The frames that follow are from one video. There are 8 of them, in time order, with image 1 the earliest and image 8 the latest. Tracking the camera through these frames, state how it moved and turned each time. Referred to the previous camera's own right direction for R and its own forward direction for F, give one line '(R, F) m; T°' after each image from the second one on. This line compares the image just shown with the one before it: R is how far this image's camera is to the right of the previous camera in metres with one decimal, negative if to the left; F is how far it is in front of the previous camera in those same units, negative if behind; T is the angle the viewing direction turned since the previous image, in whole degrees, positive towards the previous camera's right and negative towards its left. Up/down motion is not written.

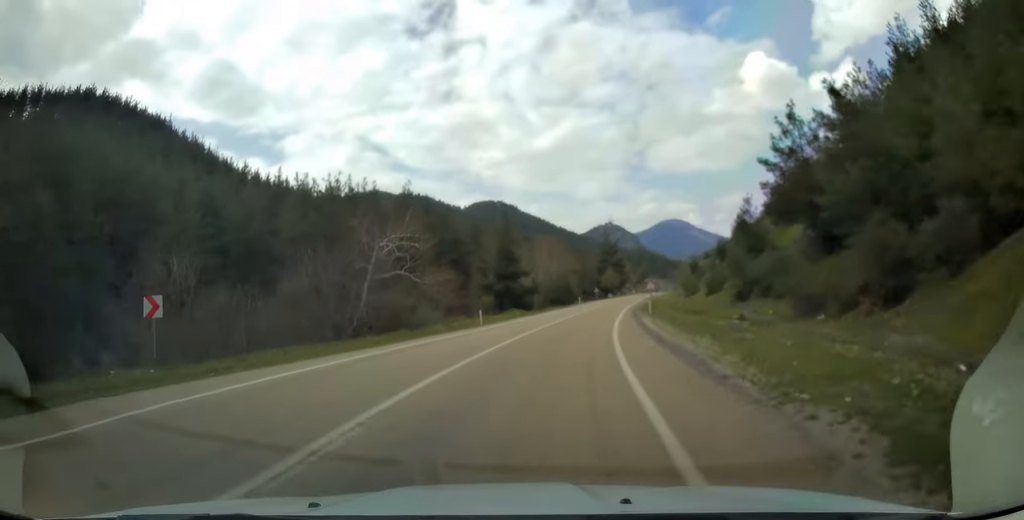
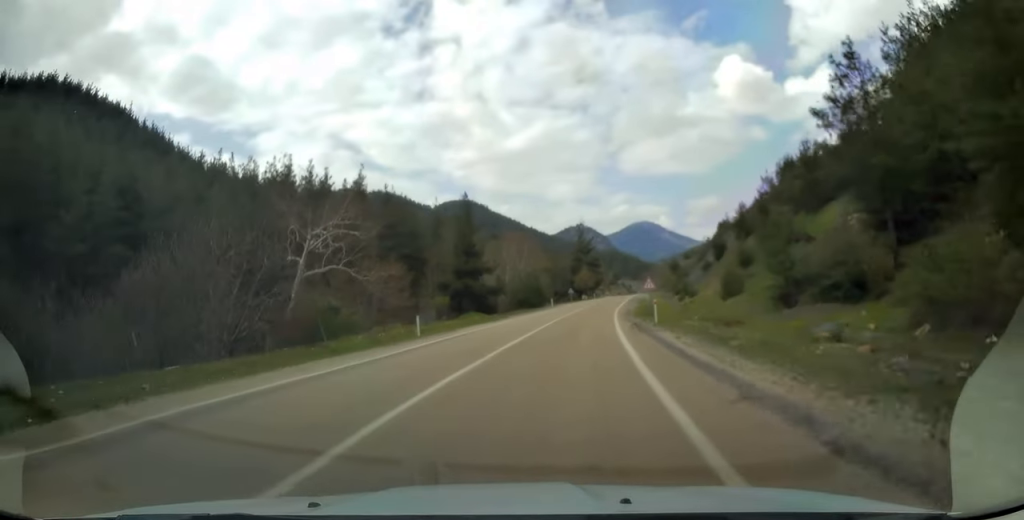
(+0.6, +11.8) m; +3°
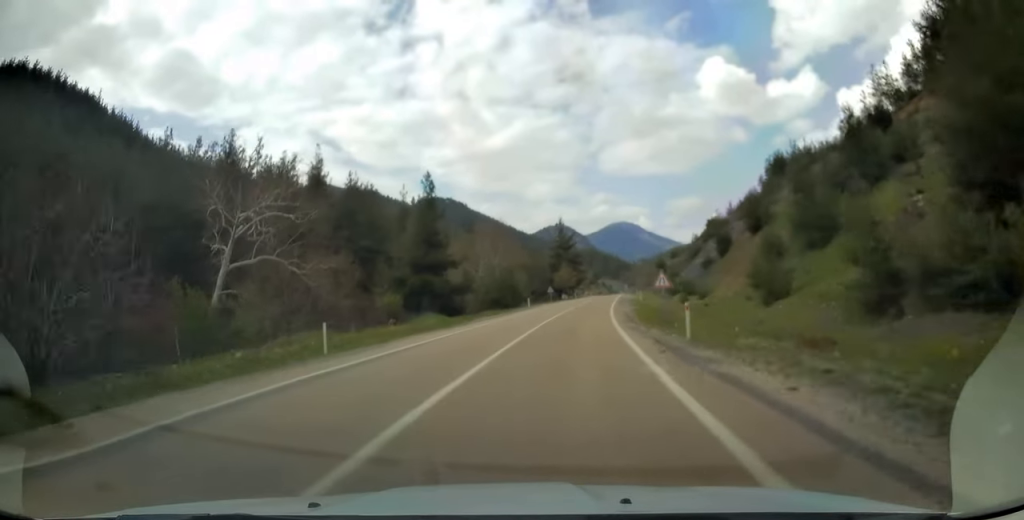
(0.0, +10.3) m; +3°
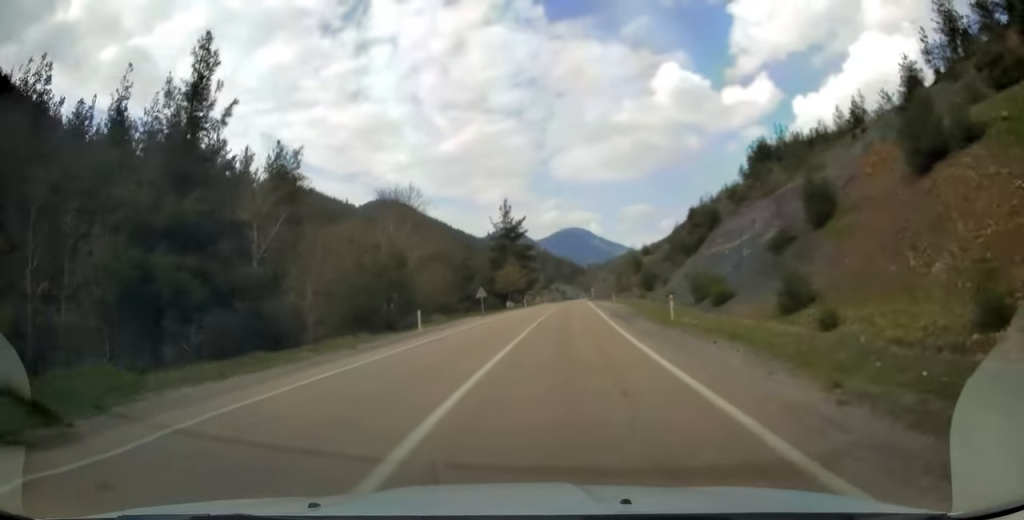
(+1.9, +32.9) m; +5°
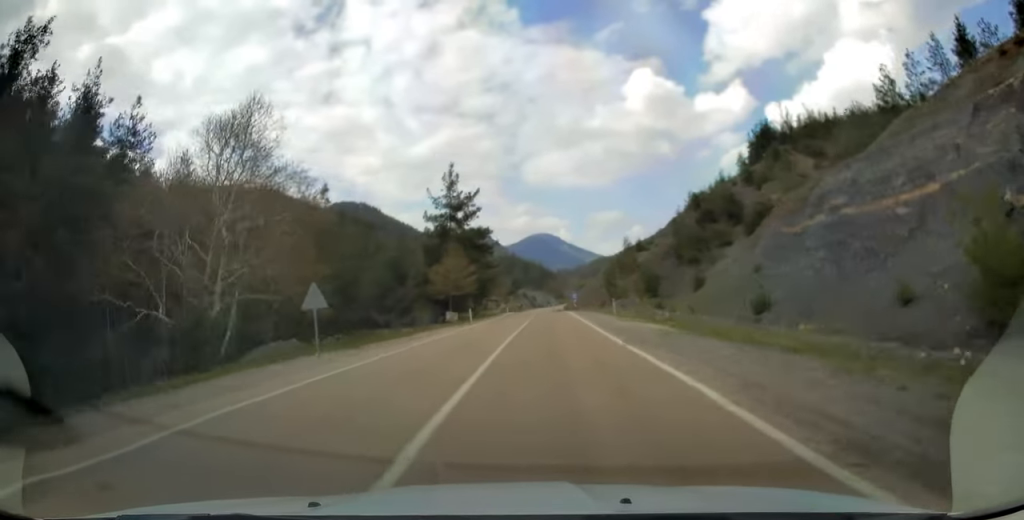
(+0.7, +29.5) m; +2°
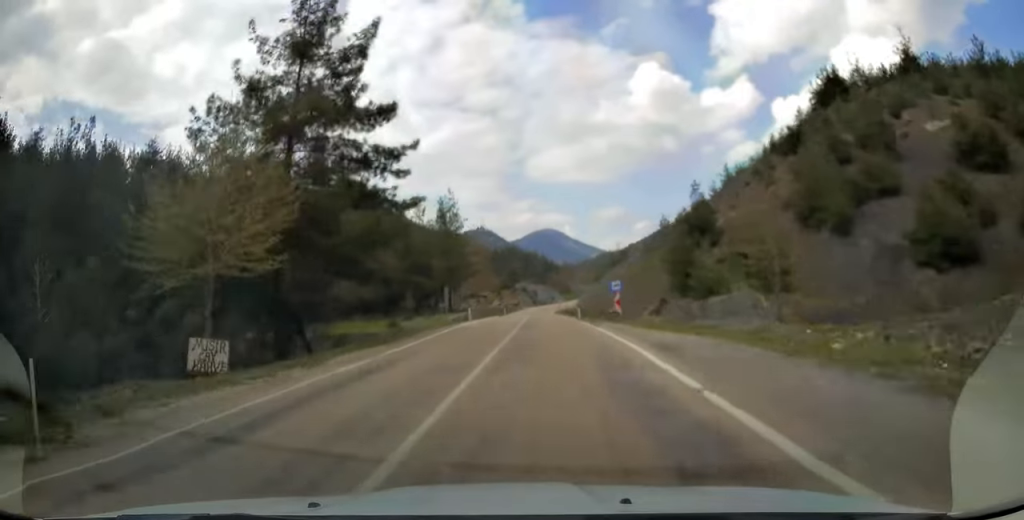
(+0.8, +42.4) m; +1°
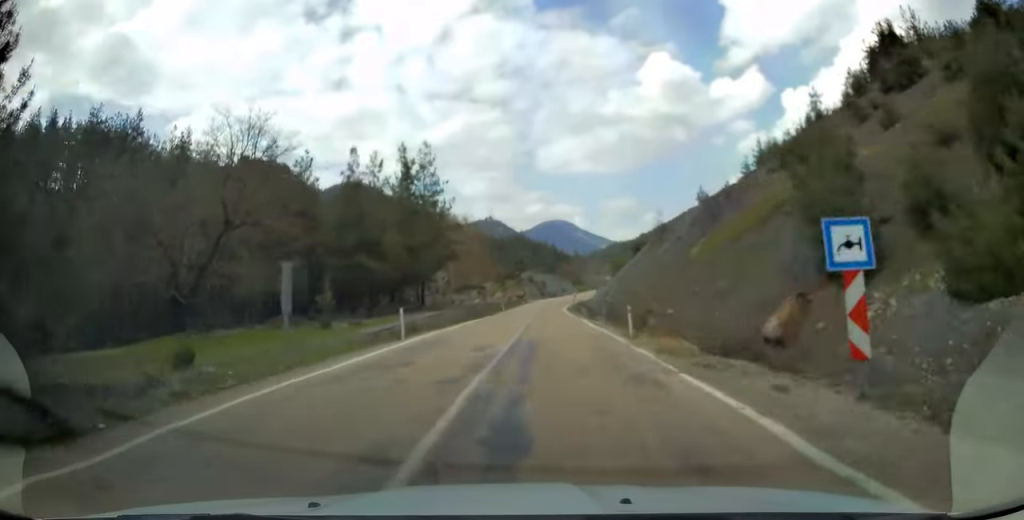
(-0.2, +21.9) m; -1°
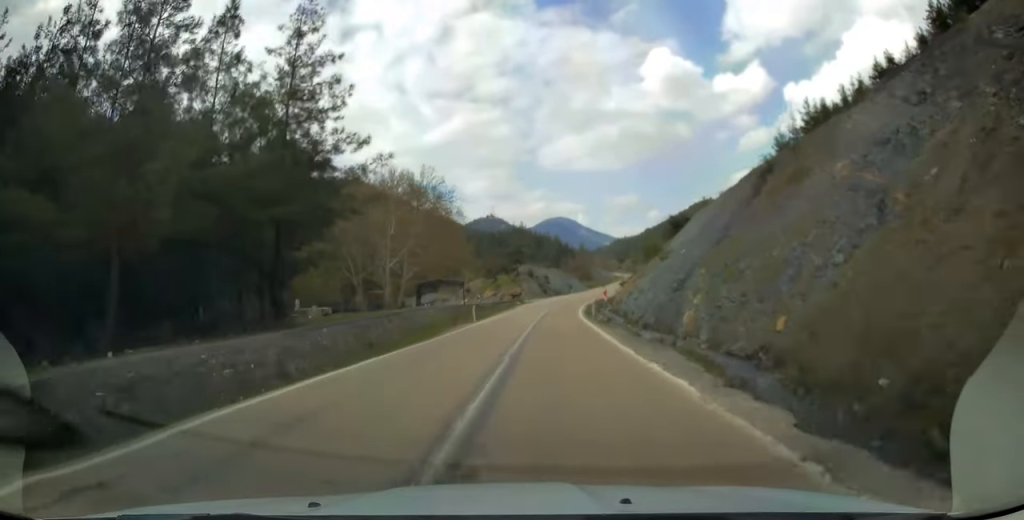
(-0.3, +31.4) m; -1°
